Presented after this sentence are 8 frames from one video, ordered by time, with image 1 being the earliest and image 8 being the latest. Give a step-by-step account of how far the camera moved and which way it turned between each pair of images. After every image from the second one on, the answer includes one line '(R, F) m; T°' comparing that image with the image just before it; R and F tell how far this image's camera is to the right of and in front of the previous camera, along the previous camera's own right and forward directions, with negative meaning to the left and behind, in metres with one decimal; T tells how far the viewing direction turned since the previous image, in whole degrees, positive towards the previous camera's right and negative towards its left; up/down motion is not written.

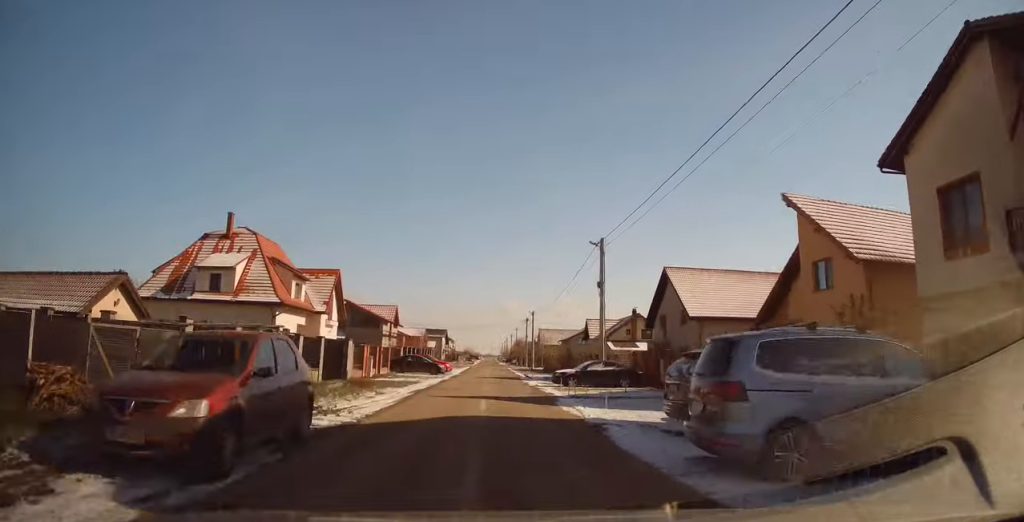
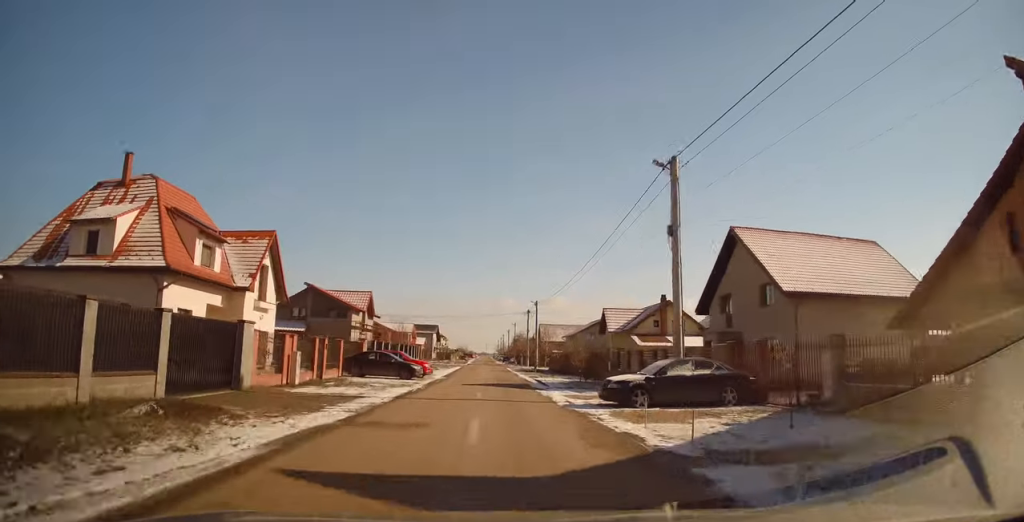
(+0.1, +13.2) m; +2°
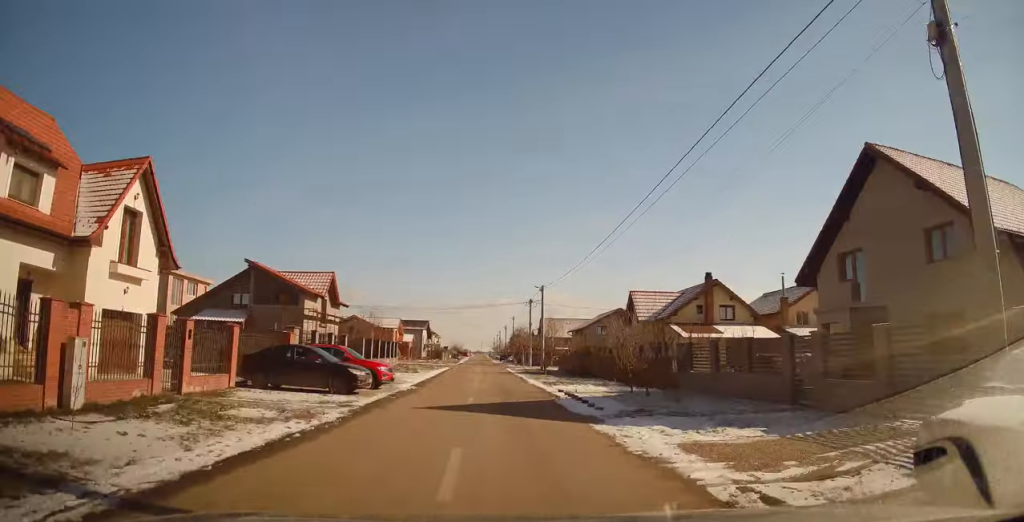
(+0.3, +12.7) m; 0°
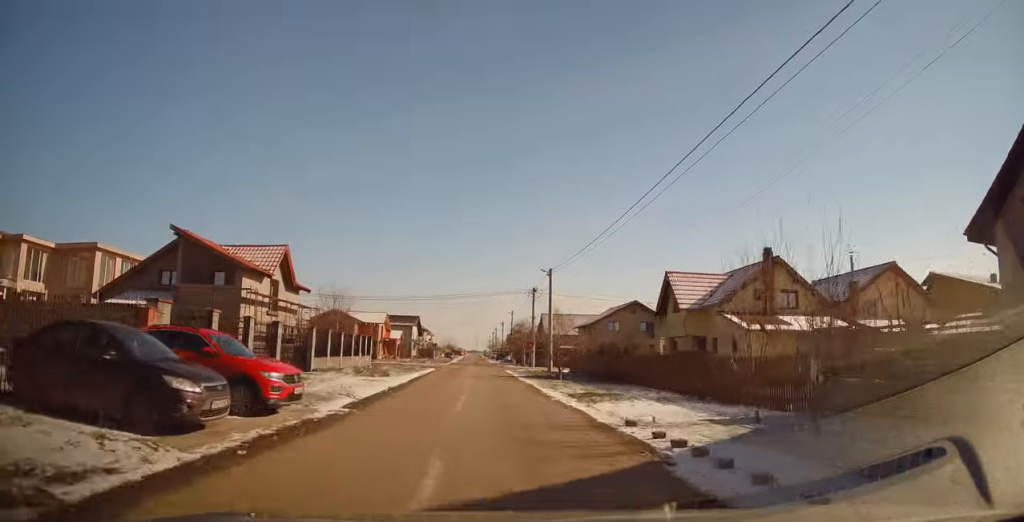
(0.0, +10.1) m; 0°
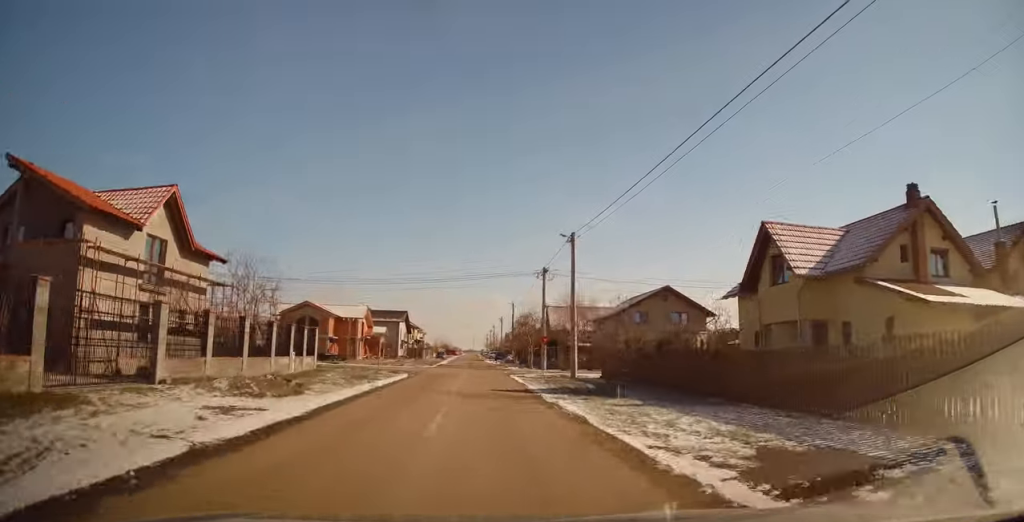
(-0.2, +13.6) m; 0°
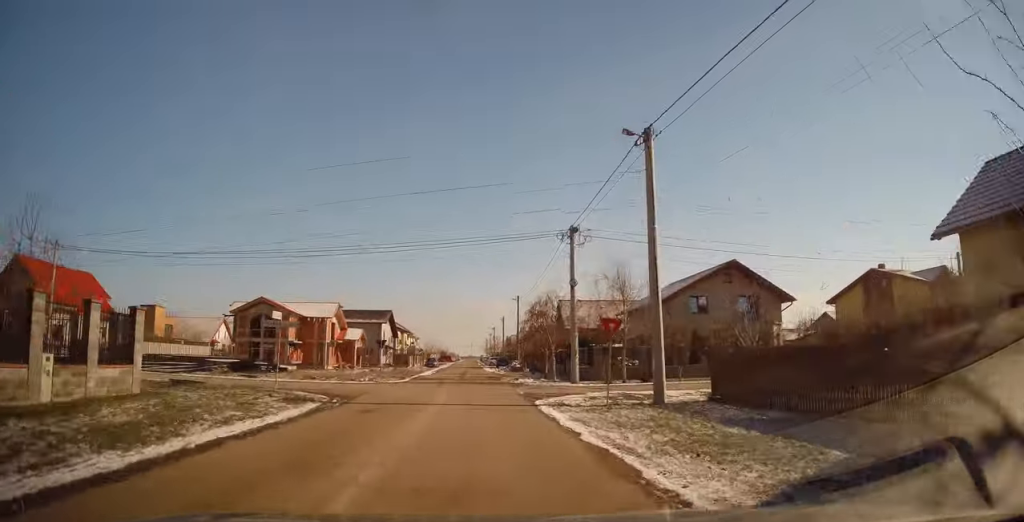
(+0.3, +16.3) m; +1°
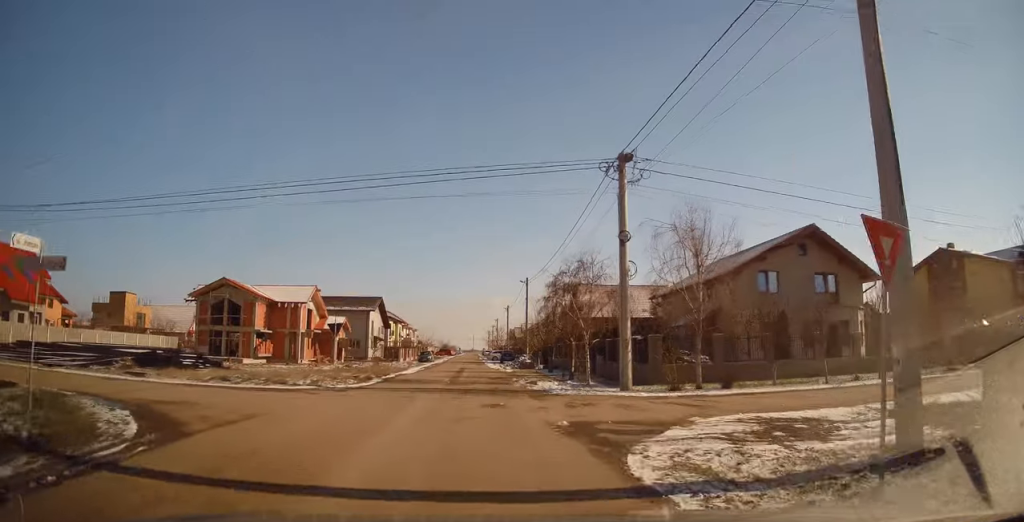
(0.0, +10.6) m; +1°
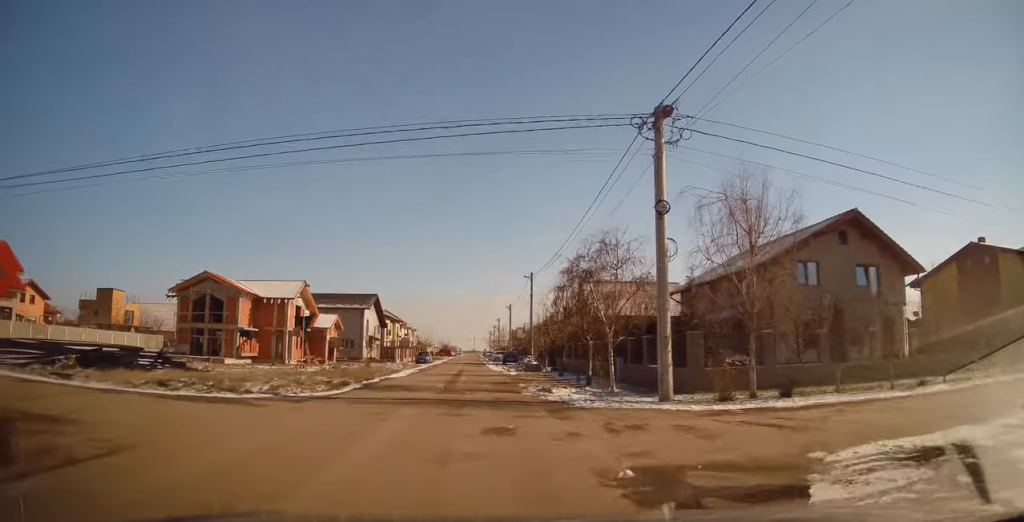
(0.0, +4.9) m; -2°
